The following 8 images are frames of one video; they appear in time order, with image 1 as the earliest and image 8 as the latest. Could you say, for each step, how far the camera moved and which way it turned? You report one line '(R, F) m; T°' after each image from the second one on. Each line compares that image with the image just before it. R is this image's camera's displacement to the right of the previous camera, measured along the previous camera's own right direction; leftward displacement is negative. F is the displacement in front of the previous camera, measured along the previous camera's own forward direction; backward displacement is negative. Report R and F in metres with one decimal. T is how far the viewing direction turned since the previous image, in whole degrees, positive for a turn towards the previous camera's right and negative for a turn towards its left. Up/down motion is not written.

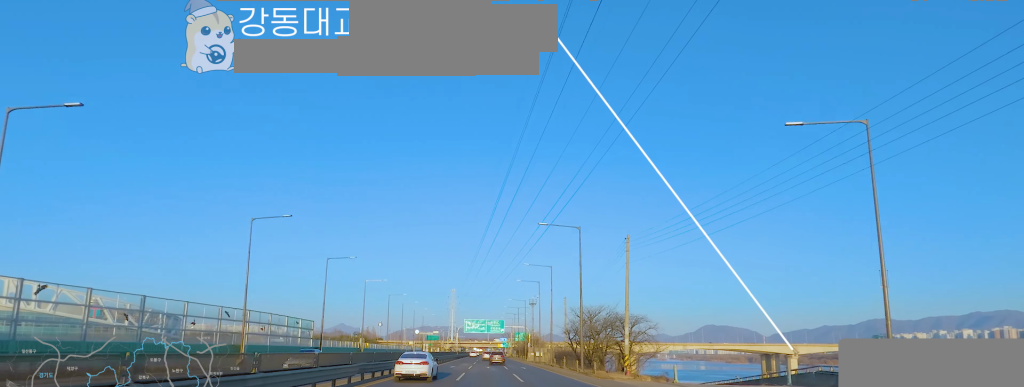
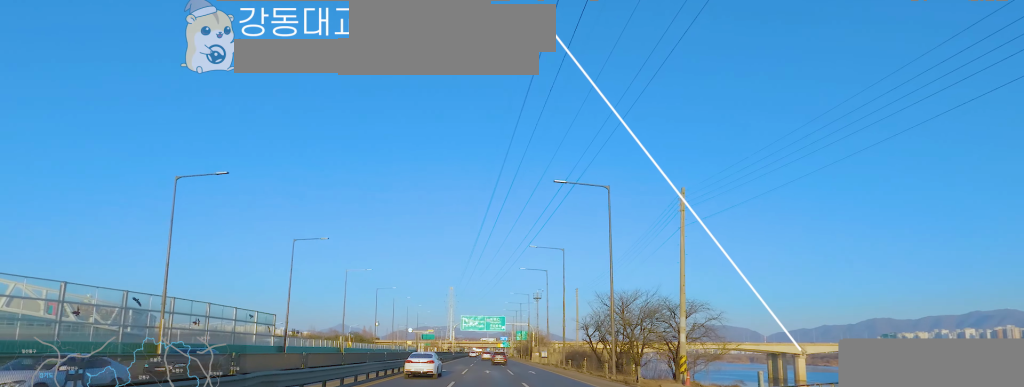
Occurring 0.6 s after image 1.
(-0.8, +11.2) m; +1°
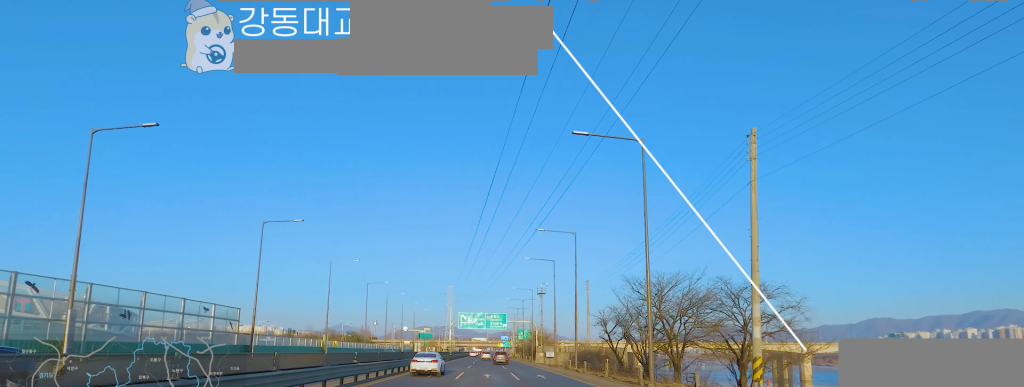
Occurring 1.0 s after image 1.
(+0.3, +7.5) m; +1°
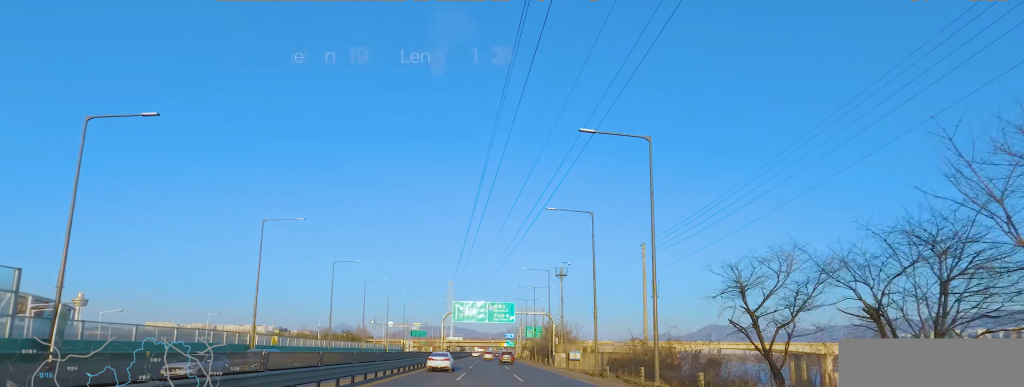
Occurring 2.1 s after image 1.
(+1.2, +21.2) m; +1°
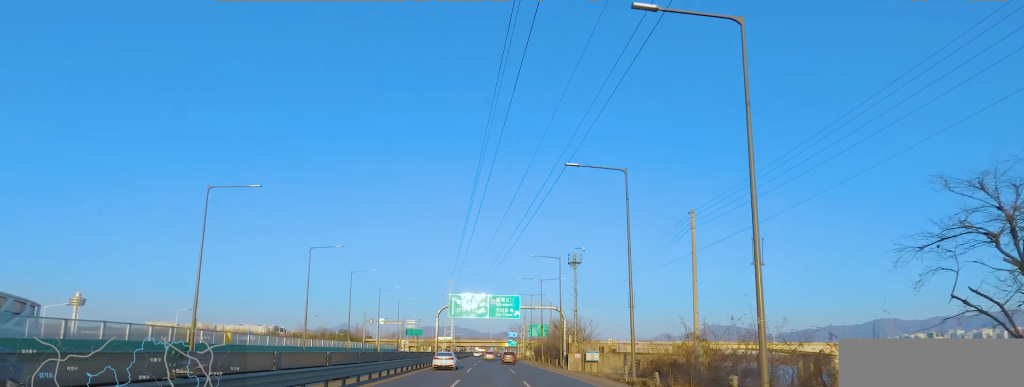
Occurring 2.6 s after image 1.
(-0.1, +9.4) m; -2°
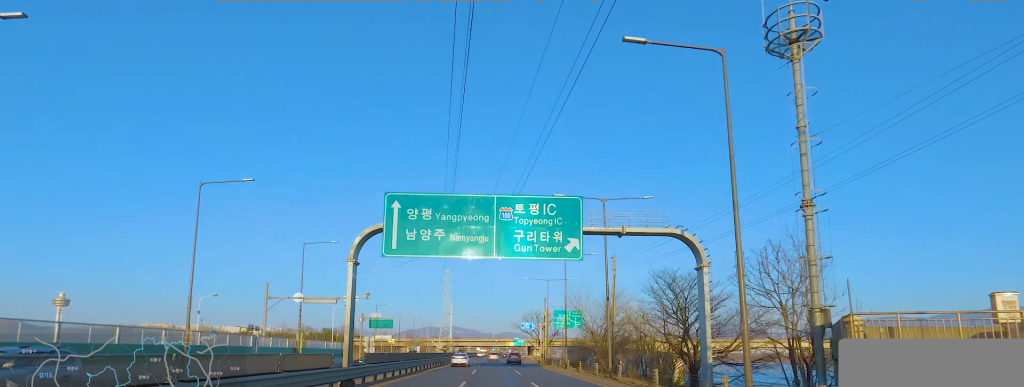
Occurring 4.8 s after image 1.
(-0.2, +40.4) m; +2°
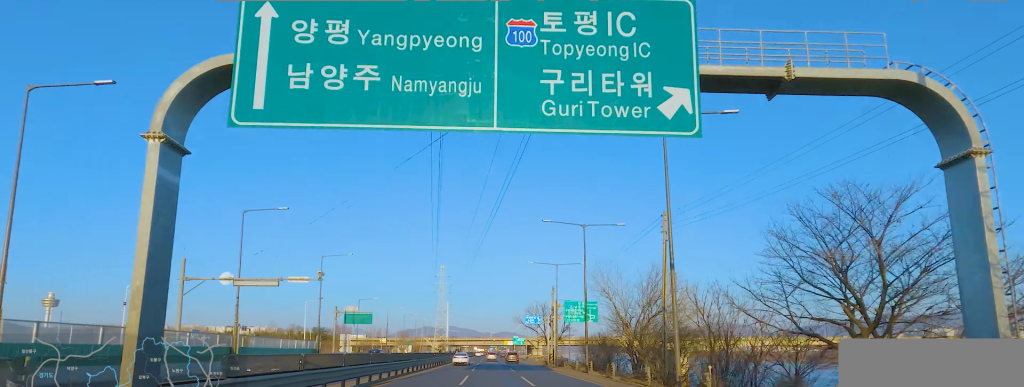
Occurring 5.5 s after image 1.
(0.0, +12.8) m; +1°
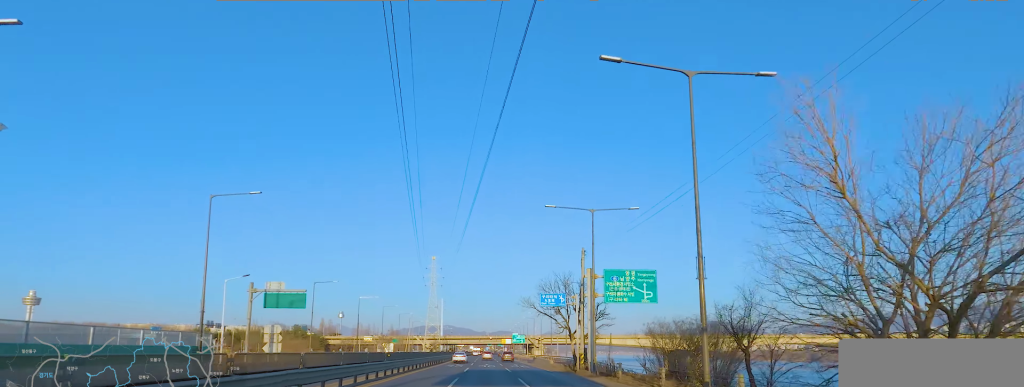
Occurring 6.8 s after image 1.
(+0.6, +23.9) m; 0°
